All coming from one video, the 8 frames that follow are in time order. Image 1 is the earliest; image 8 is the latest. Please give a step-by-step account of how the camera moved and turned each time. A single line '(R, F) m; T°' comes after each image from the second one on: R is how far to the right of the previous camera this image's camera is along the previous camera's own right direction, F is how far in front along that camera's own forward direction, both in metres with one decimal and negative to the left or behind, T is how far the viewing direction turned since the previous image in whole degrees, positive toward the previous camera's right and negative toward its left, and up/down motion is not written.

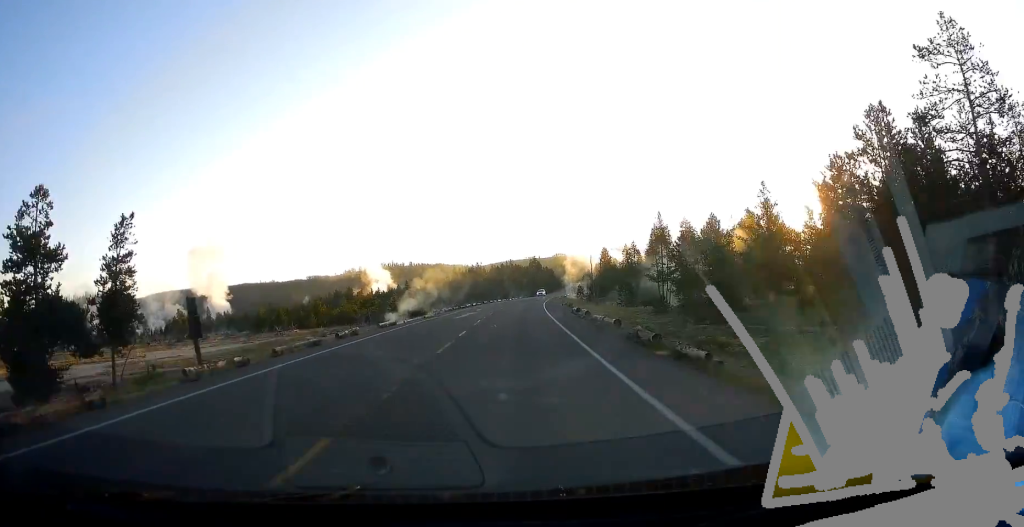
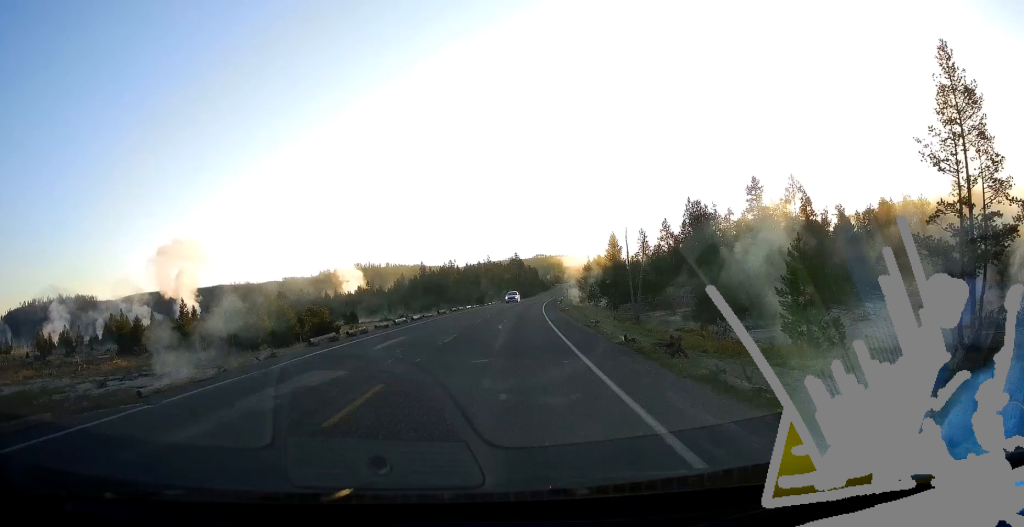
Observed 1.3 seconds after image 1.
(+1.0, +31.6) m; +2°
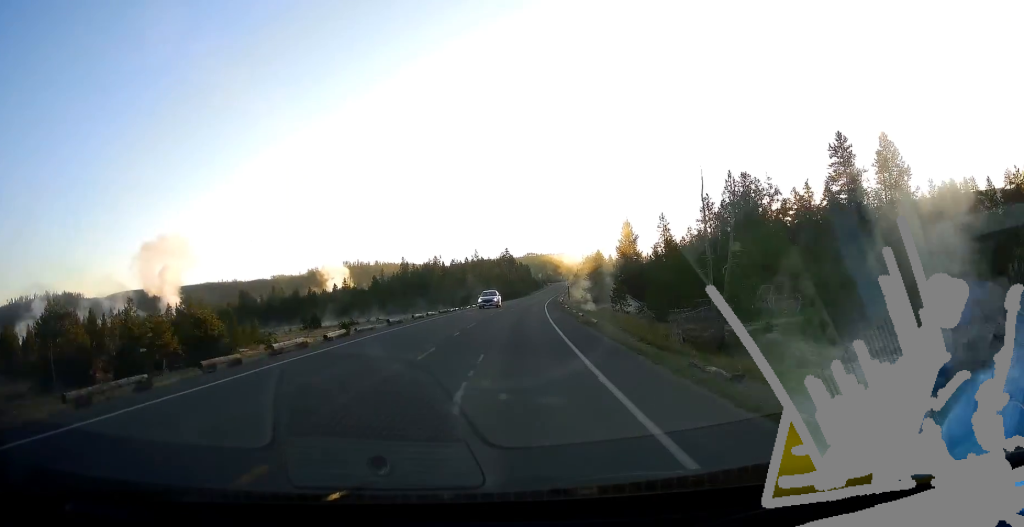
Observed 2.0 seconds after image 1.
(+0.1, +17.7) m; +1°
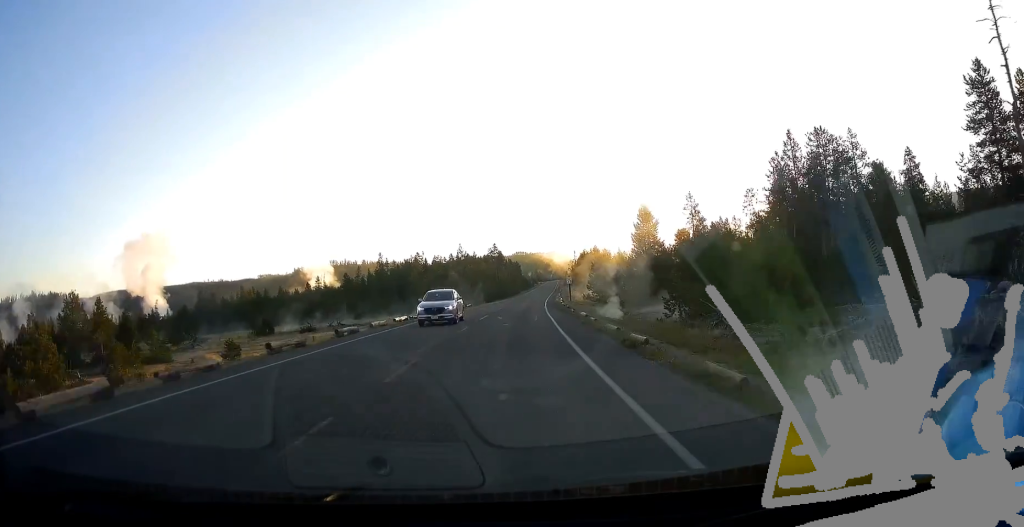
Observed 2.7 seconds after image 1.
(+0.1, +16.0) m; +1°
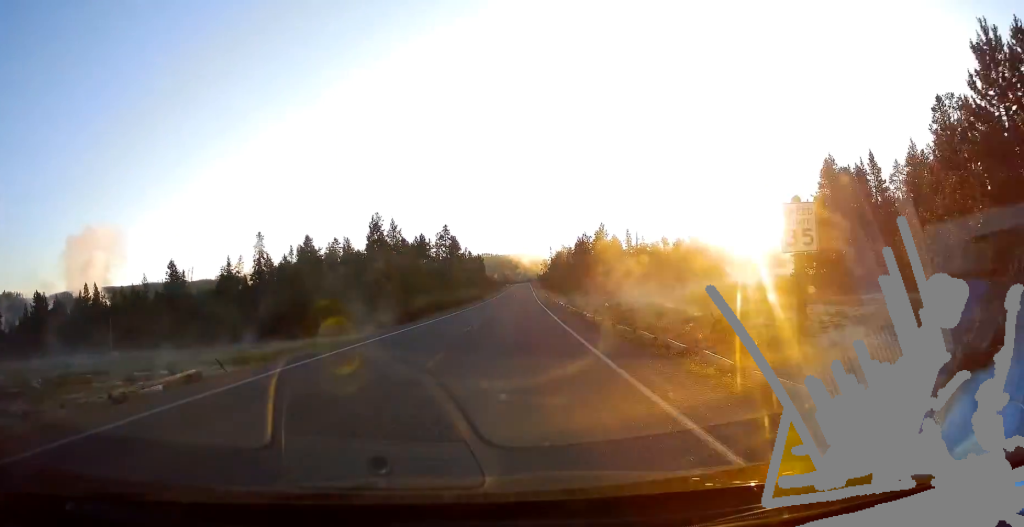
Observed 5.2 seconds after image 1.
(+1.9, +58.4) m; +4°
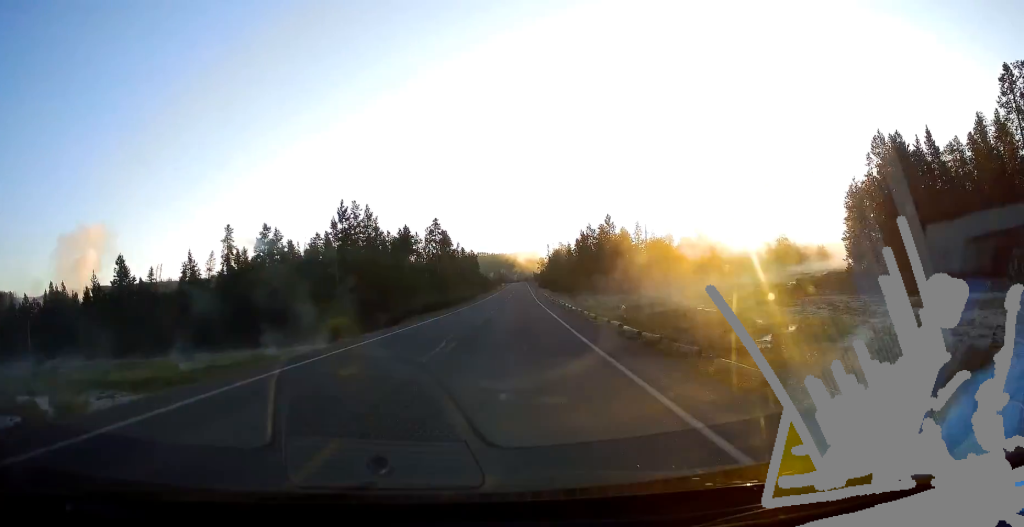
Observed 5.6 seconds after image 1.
(+0.1, +10.0) m; 0°
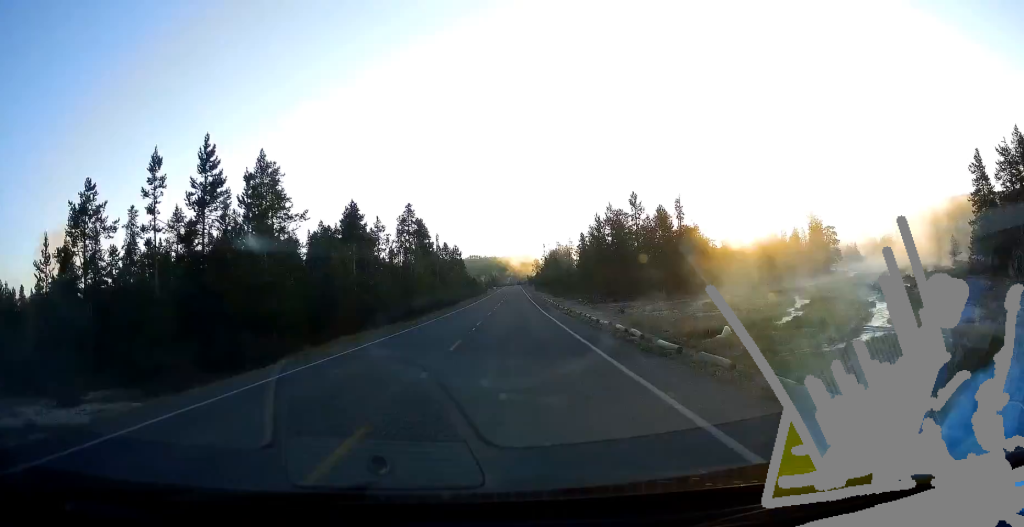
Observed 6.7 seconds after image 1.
(0.0, +23.7) m; +1°
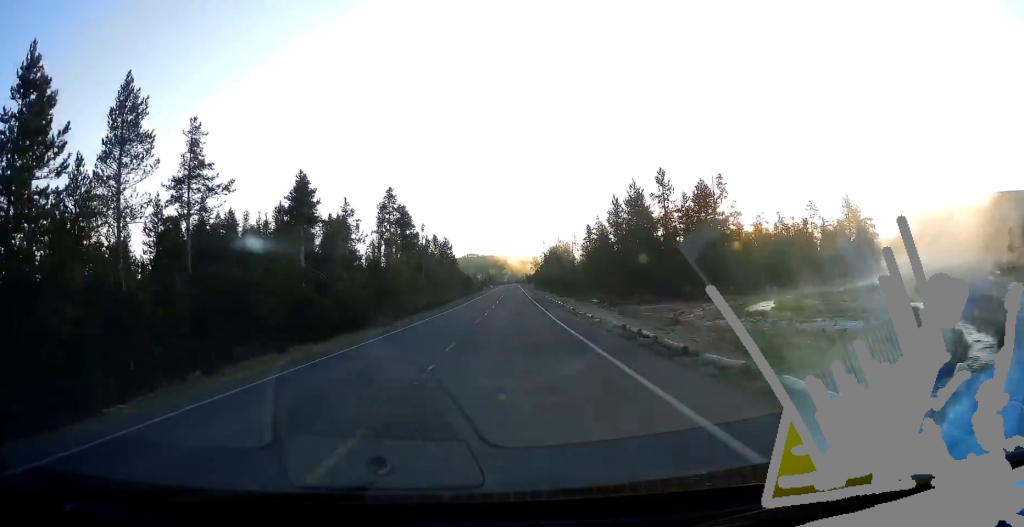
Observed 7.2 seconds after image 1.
(+0.1, +12.3) m; 0°
